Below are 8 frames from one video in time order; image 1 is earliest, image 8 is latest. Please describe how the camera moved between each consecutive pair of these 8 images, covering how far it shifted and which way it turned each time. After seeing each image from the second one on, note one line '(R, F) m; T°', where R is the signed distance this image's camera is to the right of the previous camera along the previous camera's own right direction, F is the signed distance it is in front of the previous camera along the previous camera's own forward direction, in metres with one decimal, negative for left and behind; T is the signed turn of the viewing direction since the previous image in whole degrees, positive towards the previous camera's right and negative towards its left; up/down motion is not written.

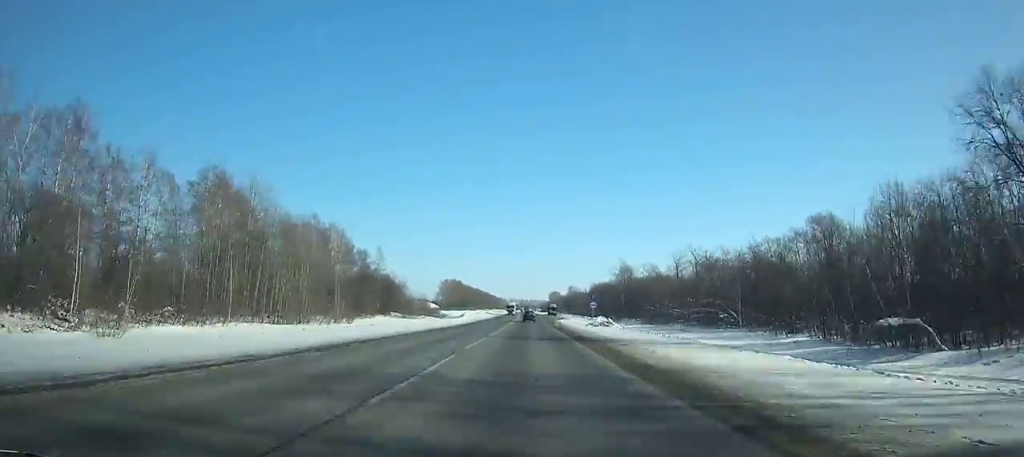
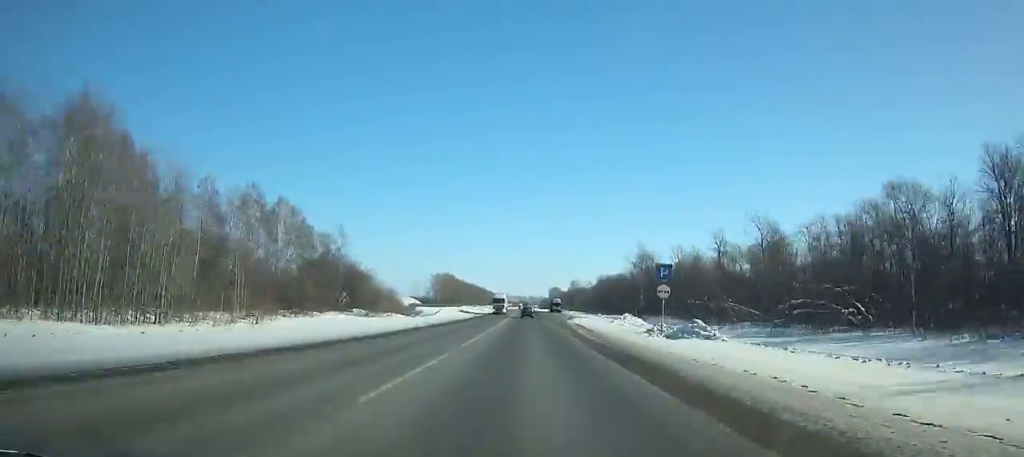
(0.0, +36.2) m; 0°
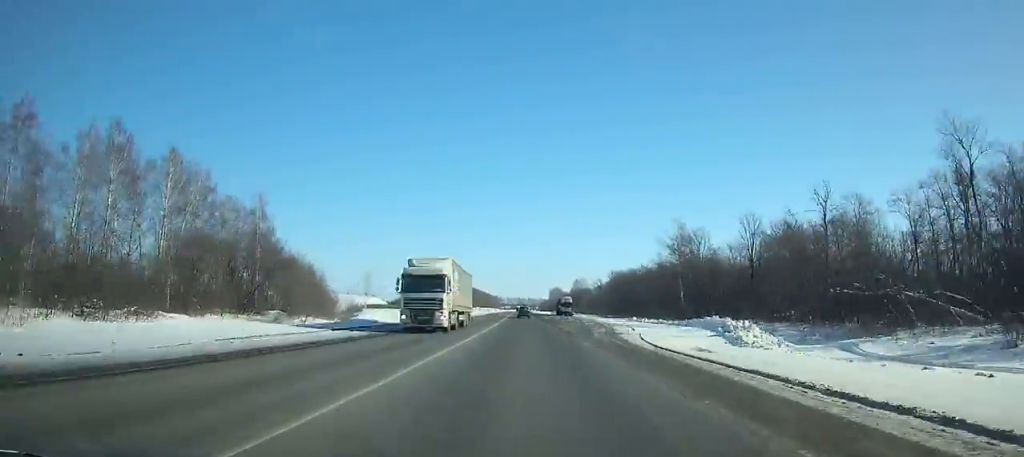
(+0.2, +44.4) m; 0°
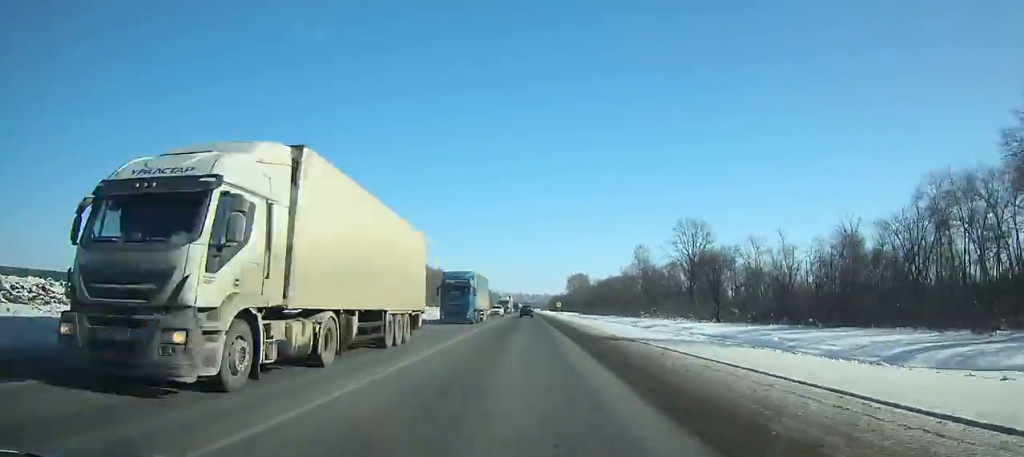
(-1.0, +235.8) m; 0°
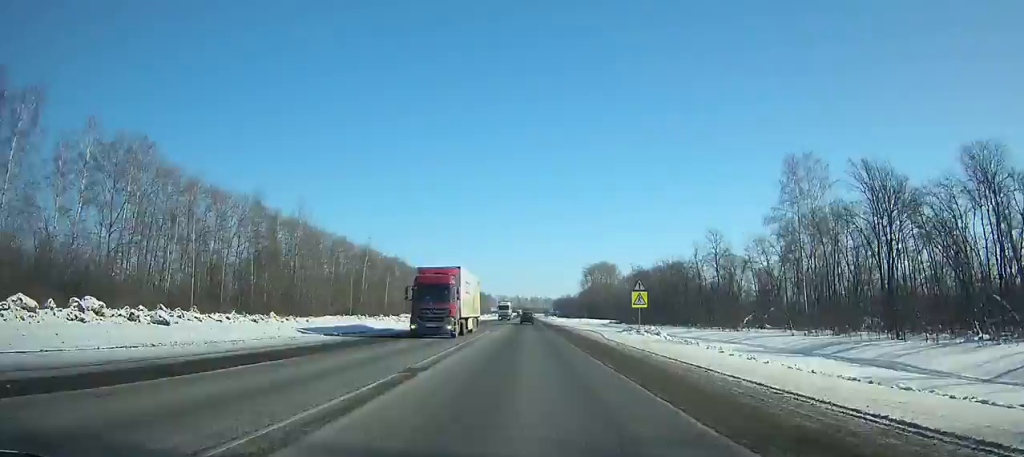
(+0.4, +120.1) m; 0°
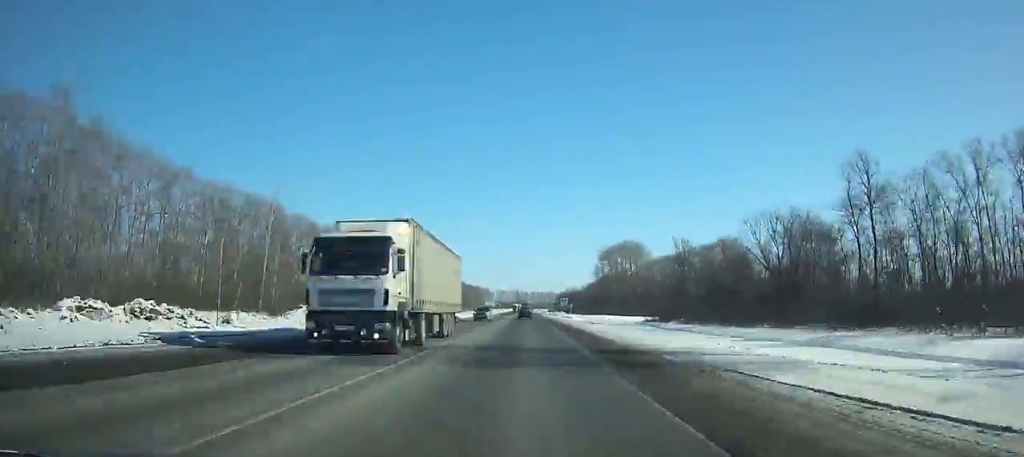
(-0.1, +60.3) m; 0°
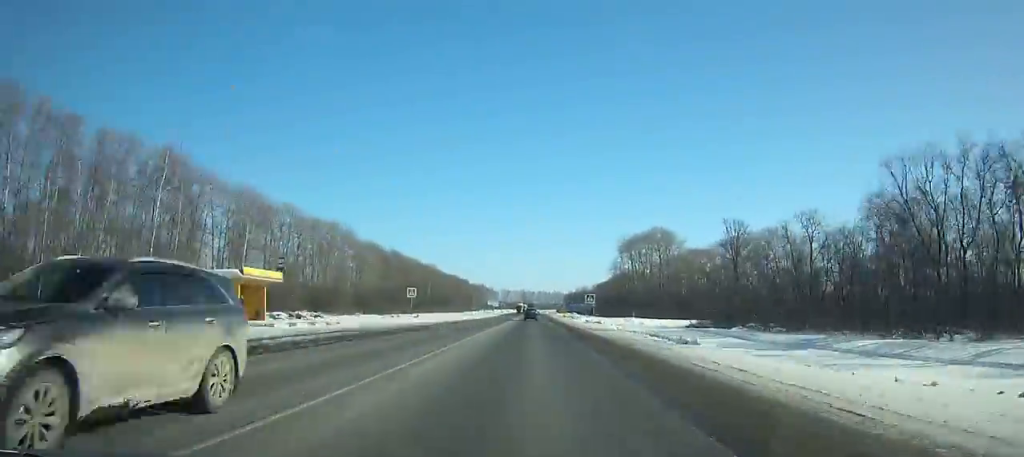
(0.0, +32.9) m; 0°
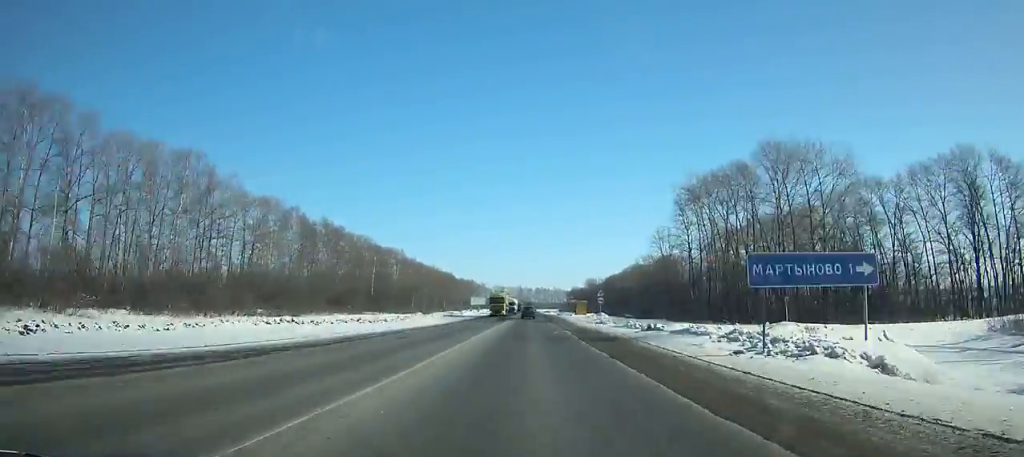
(-0.1, +79.8) m; 0°
